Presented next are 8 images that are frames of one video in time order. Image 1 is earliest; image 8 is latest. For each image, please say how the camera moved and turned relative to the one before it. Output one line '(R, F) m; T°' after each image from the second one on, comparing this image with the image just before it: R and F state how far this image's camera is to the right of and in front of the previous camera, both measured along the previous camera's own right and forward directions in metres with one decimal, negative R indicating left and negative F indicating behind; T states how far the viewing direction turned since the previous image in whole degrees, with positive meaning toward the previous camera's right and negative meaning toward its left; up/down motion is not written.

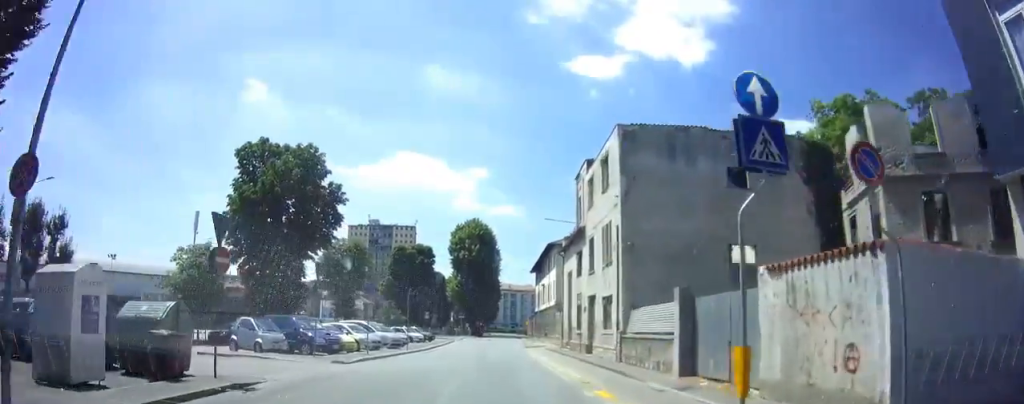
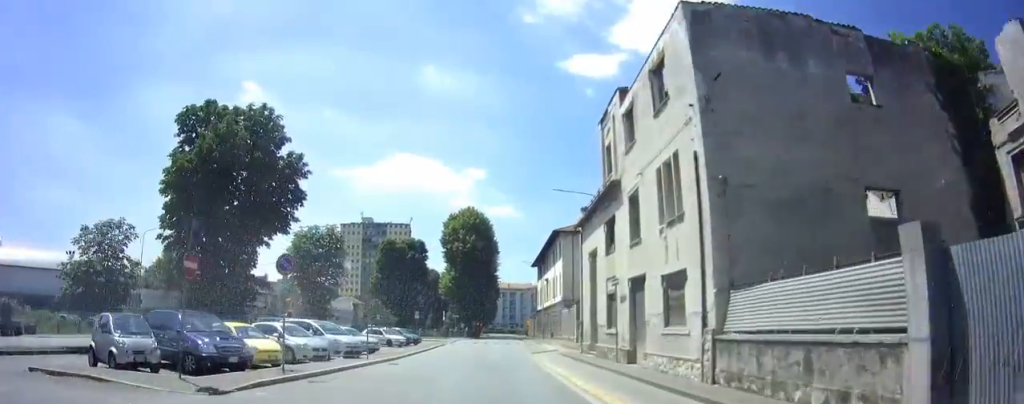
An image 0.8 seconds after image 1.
(-0.5, +9.1) m; 0°
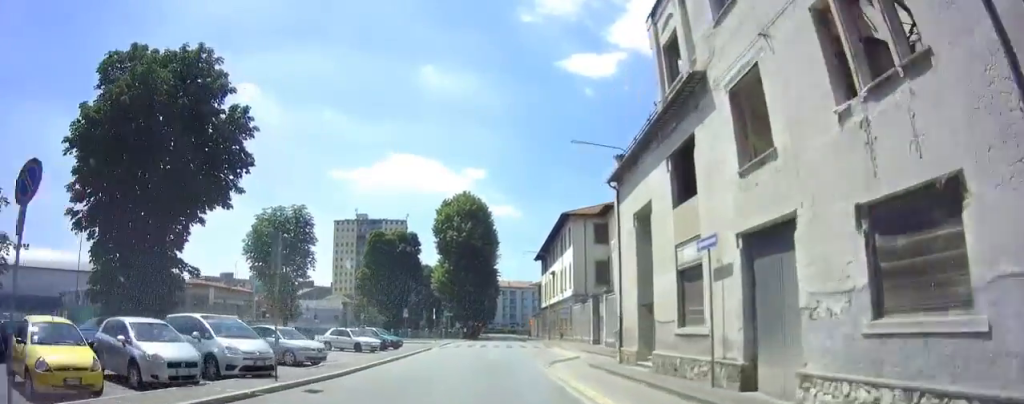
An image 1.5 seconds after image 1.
(+0.6, +9.1) m; +3°
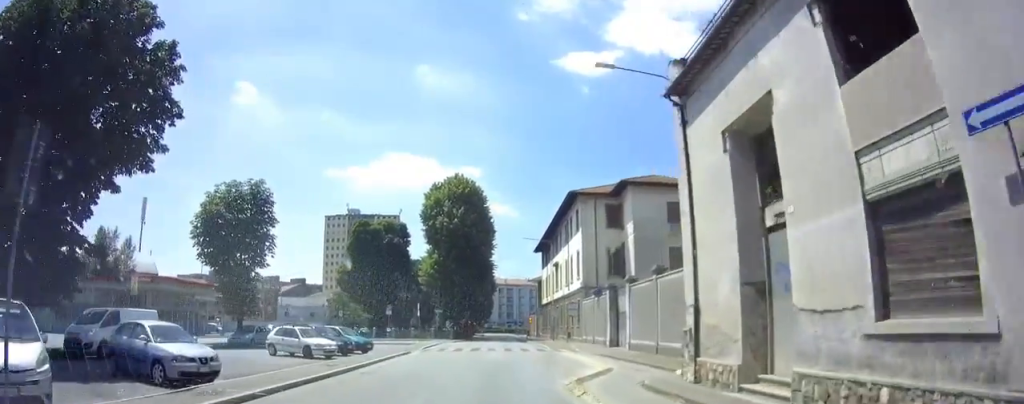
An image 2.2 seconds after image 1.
(+0.1, +8.2) m; +1°
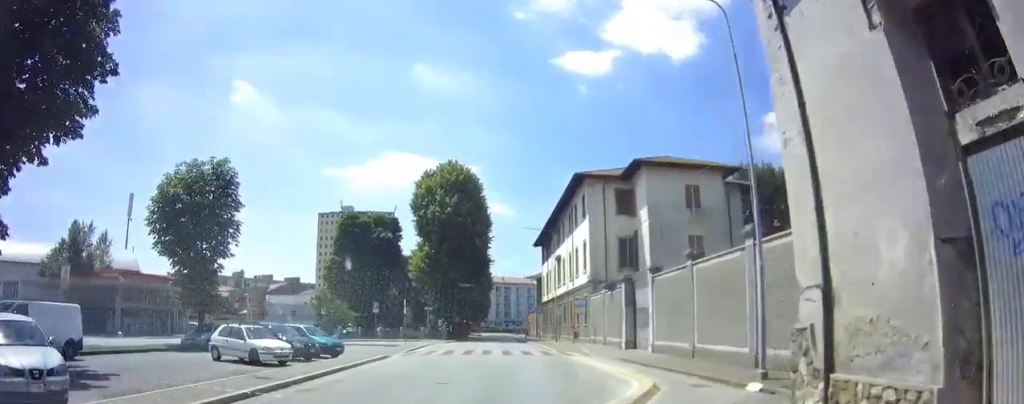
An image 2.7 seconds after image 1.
(0.0, +5.5) m; 0°
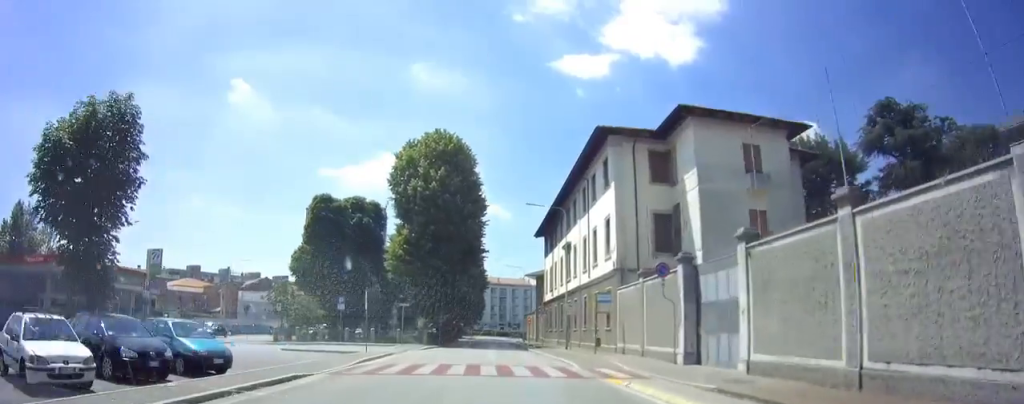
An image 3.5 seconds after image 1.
(0.0, +9.7) m; 0°
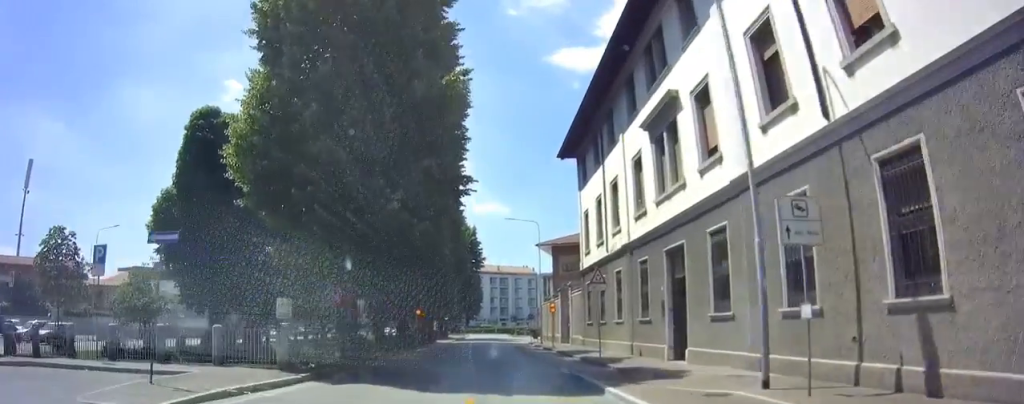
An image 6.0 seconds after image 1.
(0.0, +28.1) m; 0°
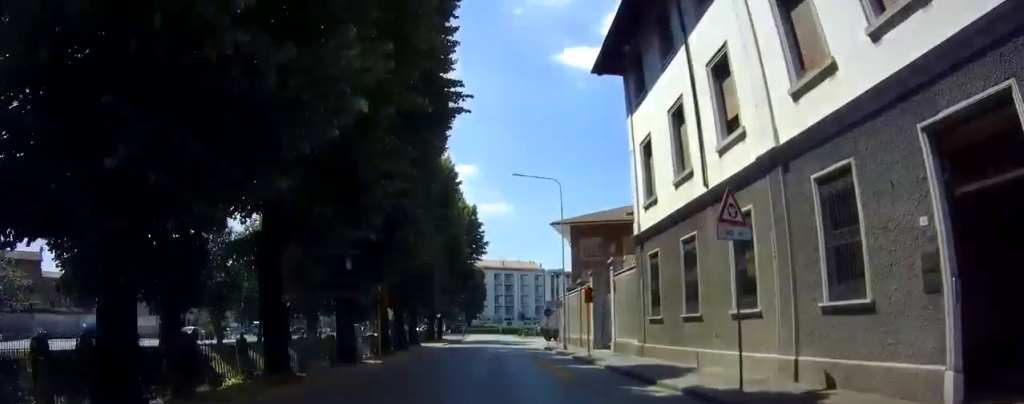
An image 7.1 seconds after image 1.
(0.0, +12.8) m; 0°
